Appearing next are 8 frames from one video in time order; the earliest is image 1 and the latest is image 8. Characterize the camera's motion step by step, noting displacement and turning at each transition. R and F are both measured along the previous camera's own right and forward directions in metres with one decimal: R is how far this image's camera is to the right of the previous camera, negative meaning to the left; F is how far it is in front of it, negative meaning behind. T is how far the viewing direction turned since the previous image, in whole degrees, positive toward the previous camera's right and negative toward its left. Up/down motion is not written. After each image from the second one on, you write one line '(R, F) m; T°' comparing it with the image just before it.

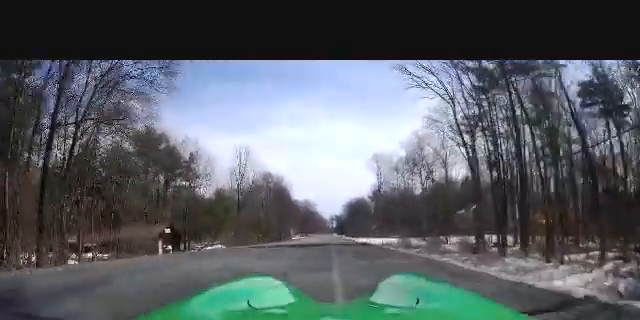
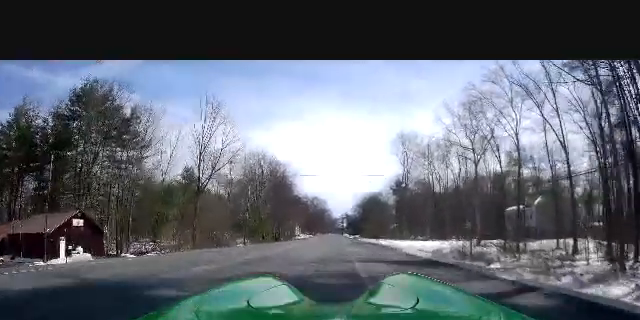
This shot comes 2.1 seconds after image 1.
(-0.3, +22.7) m; -4°
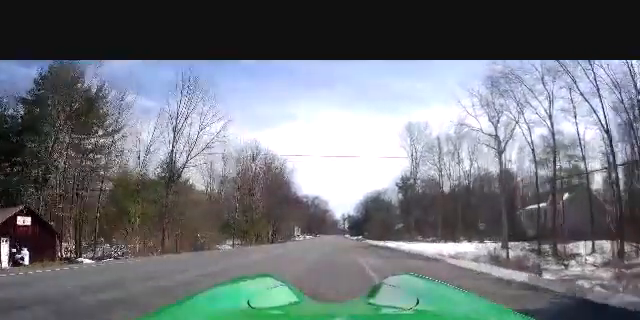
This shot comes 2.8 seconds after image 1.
(-0.4, +7.5) m; 0°
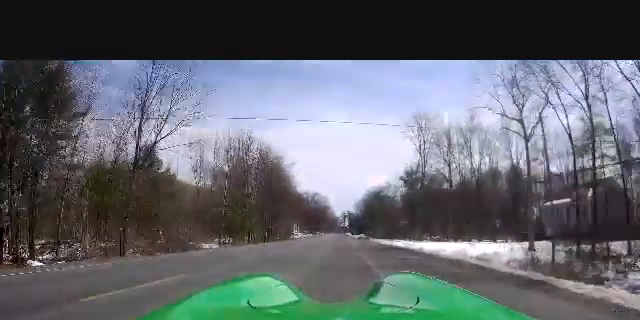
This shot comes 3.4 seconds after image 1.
(0.0, +6.4) m; 0°
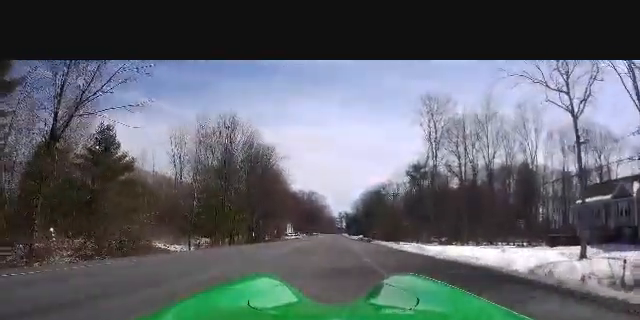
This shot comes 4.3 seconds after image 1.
(+0.3, +9.3) m; +1°
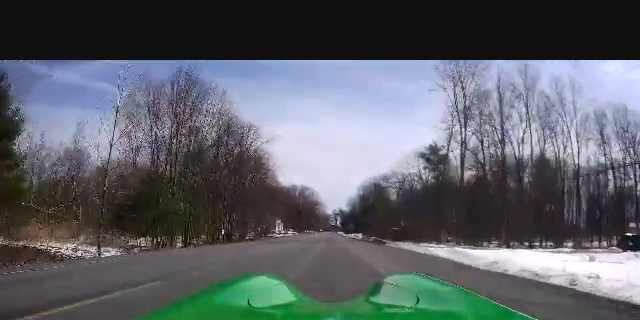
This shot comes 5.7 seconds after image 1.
(-0.3, +15.4) m; 0°
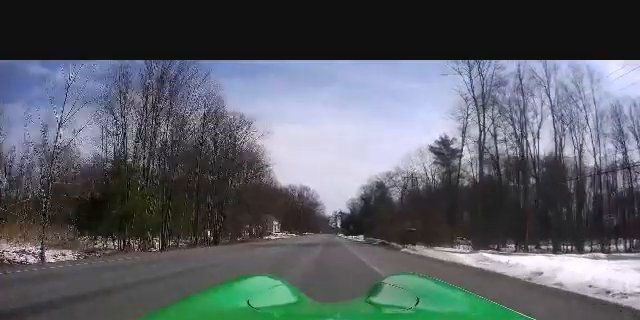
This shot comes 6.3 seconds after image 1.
(0.0, +5.7) m; +1°
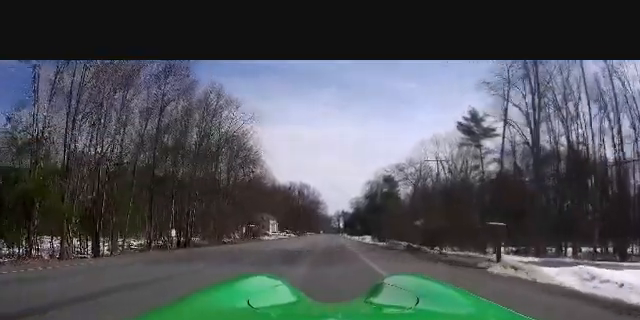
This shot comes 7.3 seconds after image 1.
(+0.2, +11.1) m; -2°
